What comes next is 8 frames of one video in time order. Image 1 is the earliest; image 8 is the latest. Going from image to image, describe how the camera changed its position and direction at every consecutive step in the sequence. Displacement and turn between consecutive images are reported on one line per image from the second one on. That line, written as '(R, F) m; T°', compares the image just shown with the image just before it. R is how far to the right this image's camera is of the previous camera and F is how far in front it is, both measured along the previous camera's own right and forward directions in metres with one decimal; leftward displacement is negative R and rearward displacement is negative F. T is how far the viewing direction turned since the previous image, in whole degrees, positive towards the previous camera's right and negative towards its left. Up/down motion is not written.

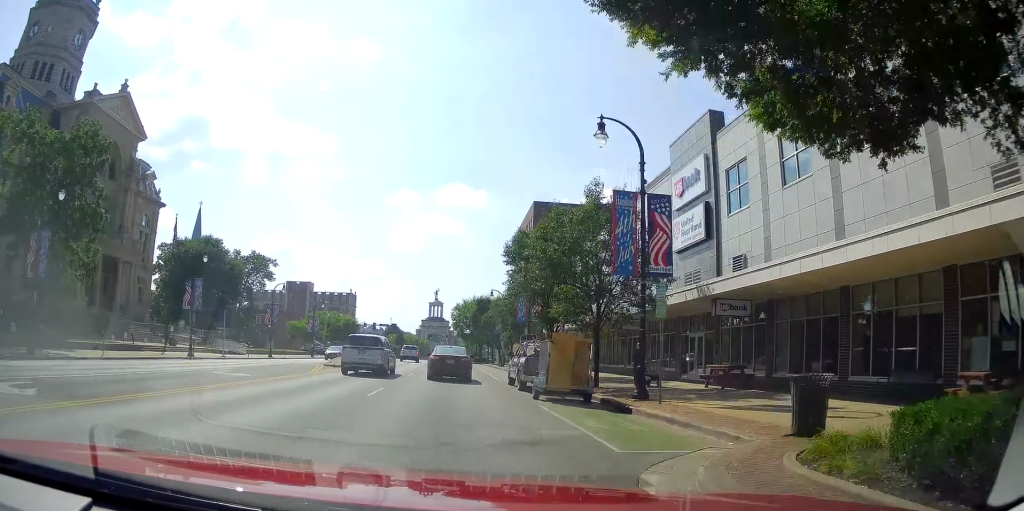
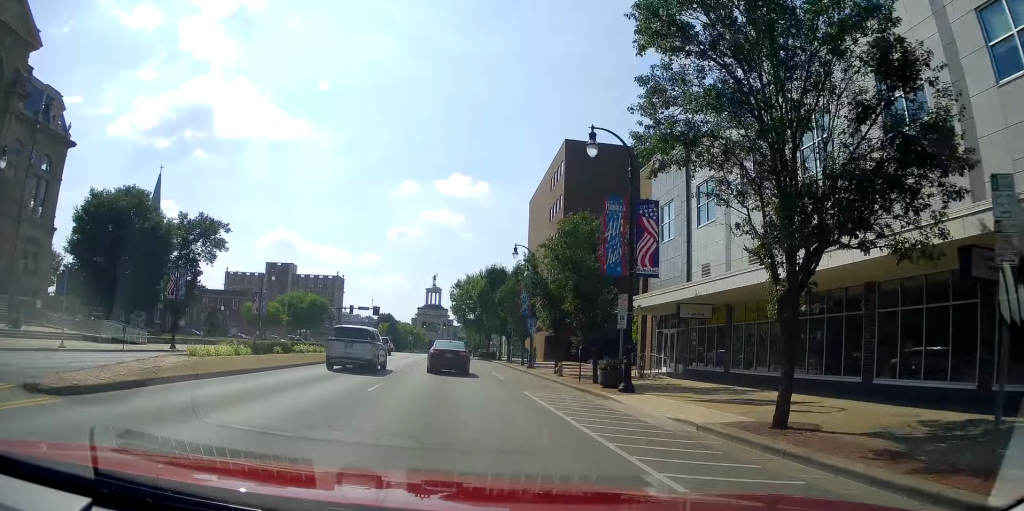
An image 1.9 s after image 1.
(+0.9, +25.3) m; +3°
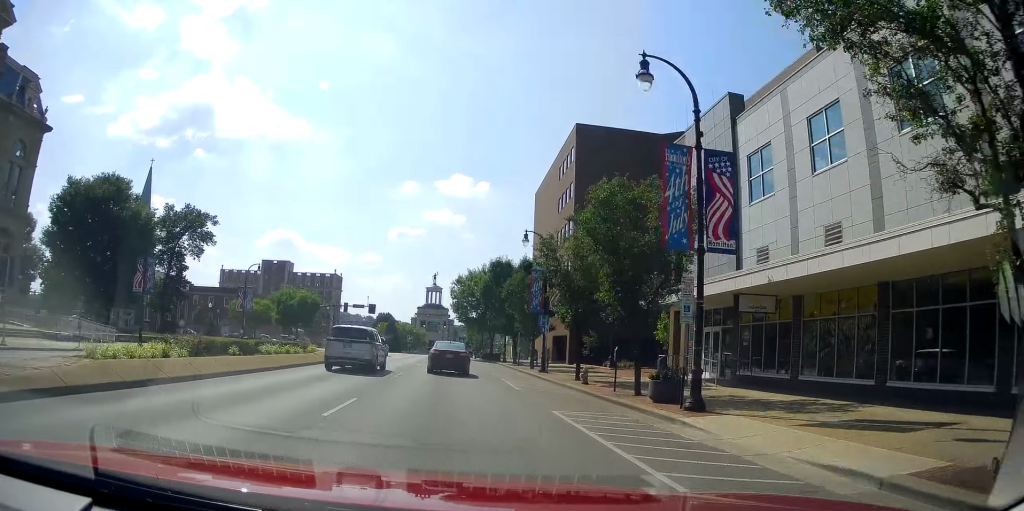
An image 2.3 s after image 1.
(-0.1, +5.4) m; 0°
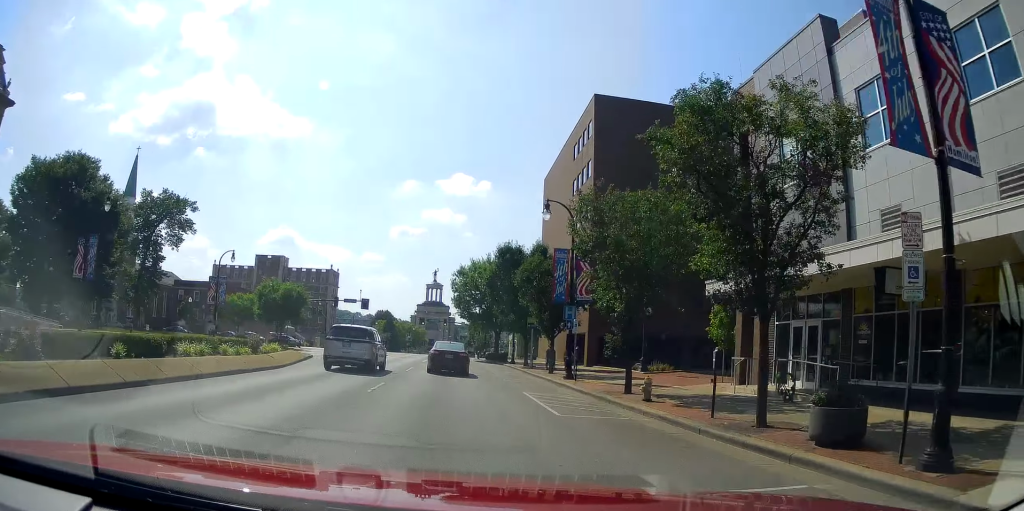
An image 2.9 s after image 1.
(-0.1, +7.6) m; 0°
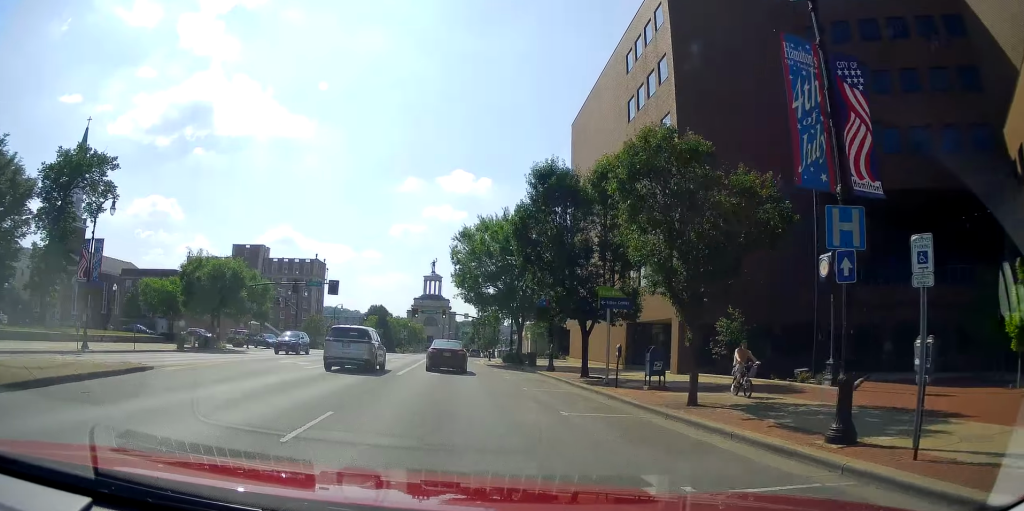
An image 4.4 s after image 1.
(-0.6, +19.8) m; -3°
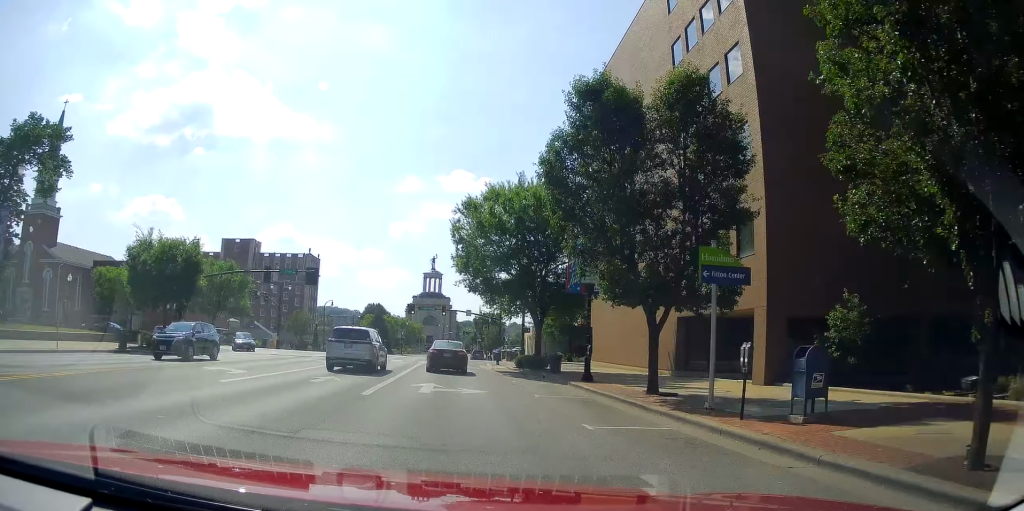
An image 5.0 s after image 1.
(-0.2, +8.6) m; +1°
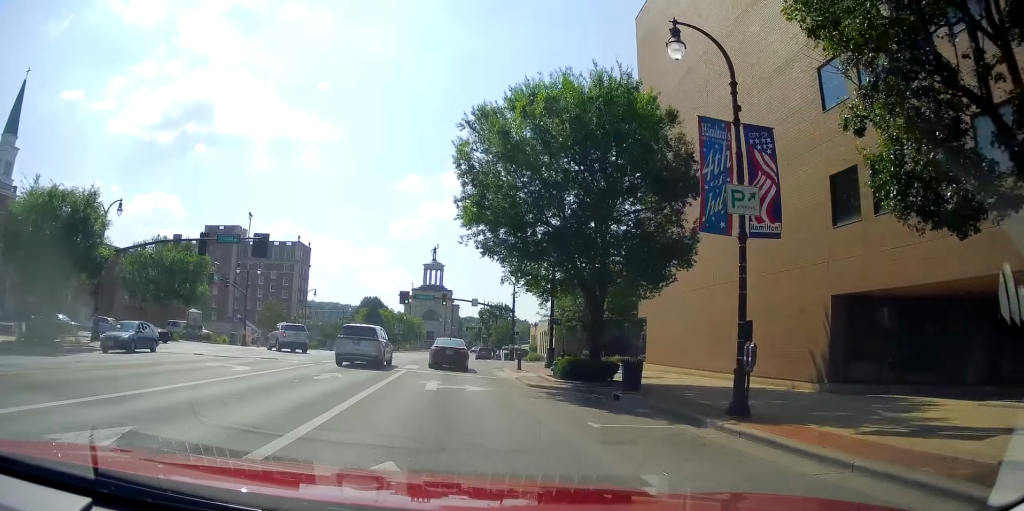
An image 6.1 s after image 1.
(+0.6, +12.8) m; +2°
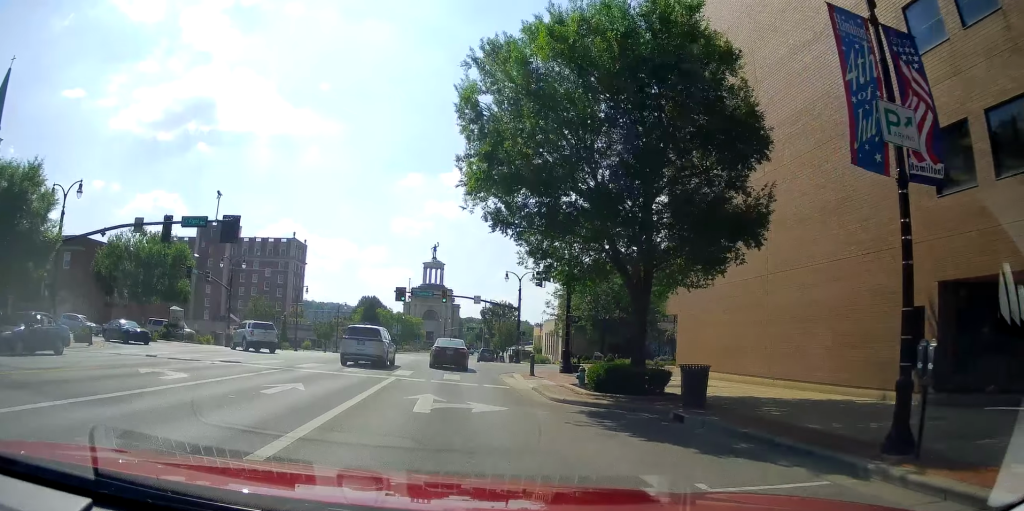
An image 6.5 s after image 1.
(+0.1, +4.7) m; -1°
